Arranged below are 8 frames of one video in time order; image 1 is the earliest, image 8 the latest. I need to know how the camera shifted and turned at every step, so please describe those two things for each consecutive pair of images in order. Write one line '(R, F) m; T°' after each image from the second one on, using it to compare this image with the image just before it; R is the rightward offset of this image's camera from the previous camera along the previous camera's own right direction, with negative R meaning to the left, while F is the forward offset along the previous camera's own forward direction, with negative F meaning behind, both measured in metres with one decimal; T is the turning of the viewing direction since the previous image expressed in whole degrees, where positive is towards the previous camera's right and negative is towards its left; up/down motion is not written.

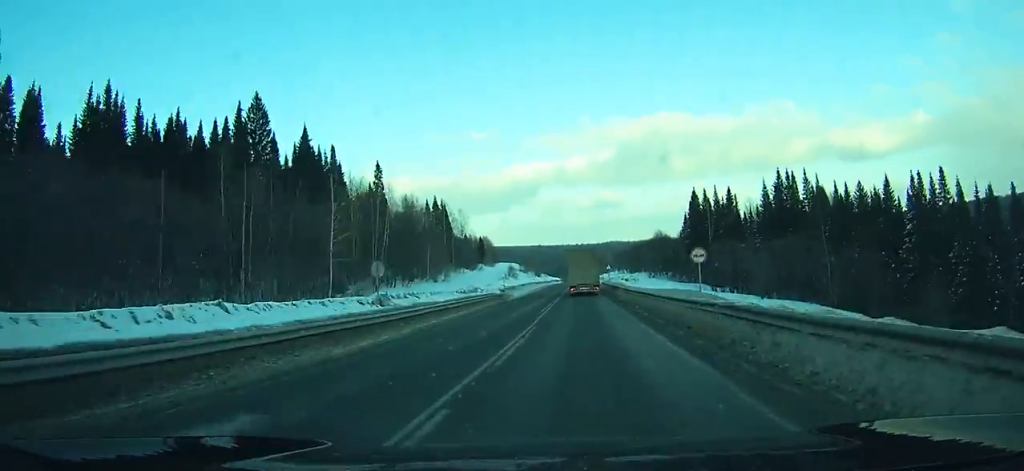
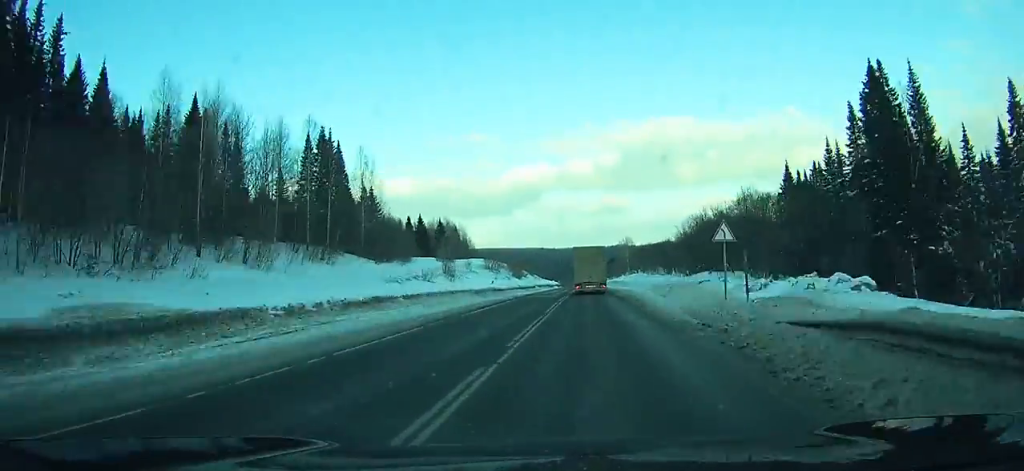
(+0.5, +73.4) m; +1°
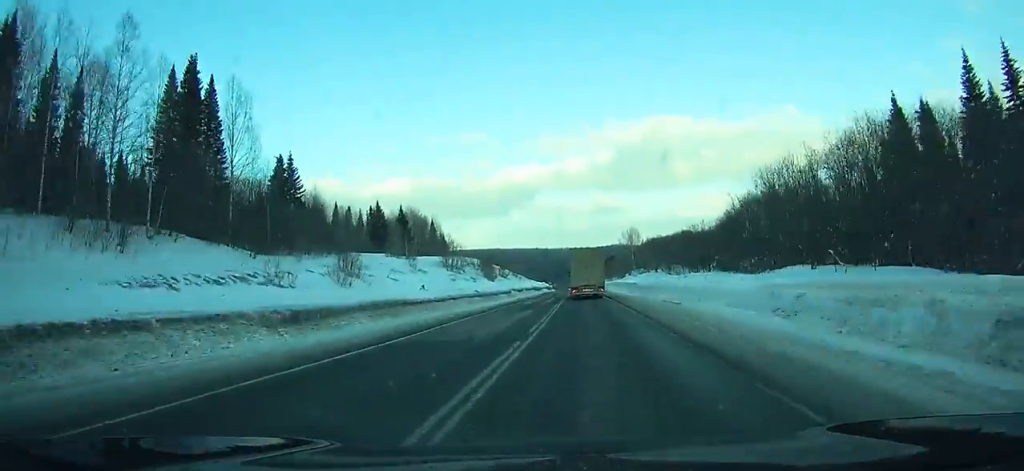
(+0.1, +30.9) m; 0°
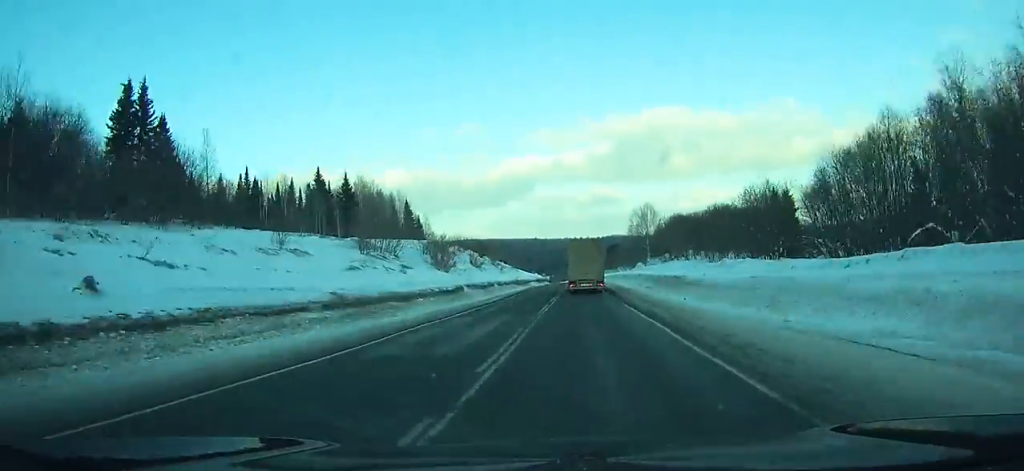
(+0.2, +30.7) m; 0°
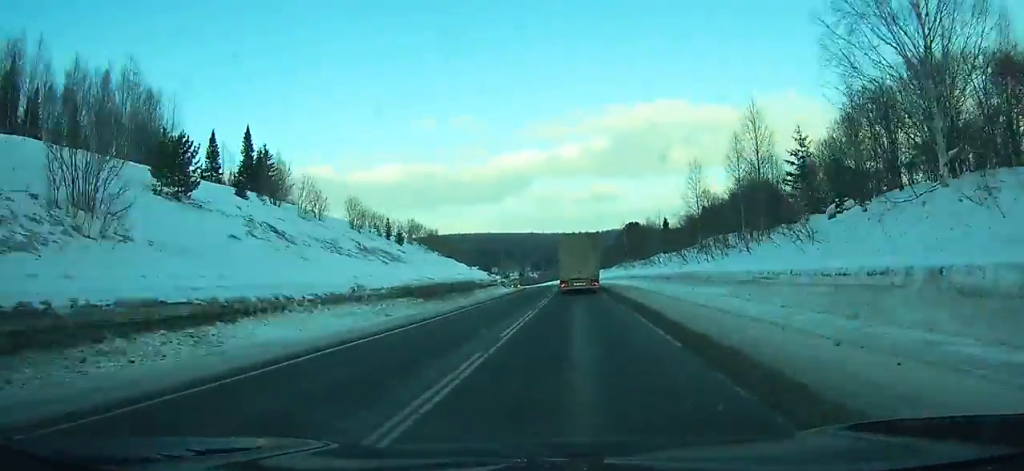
(-1.1, +91.4) m; -2°
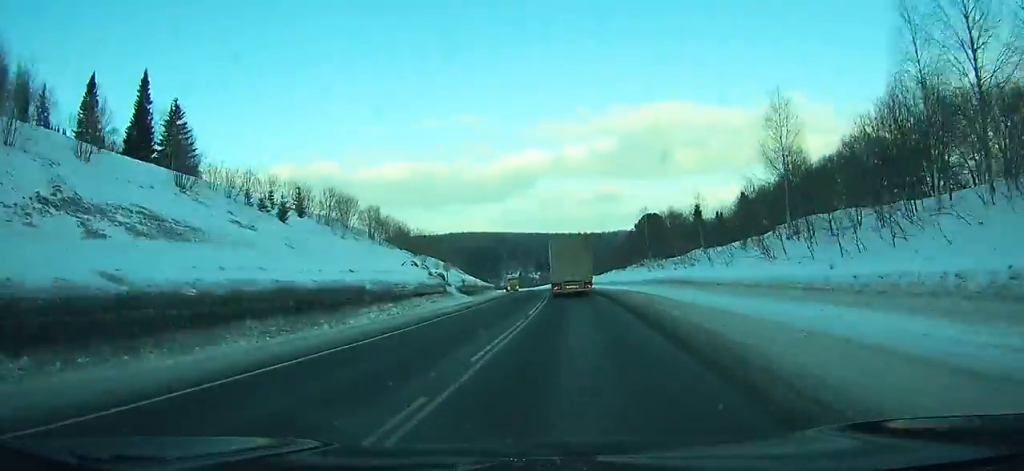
(-0.3, +29.1) m; -1°
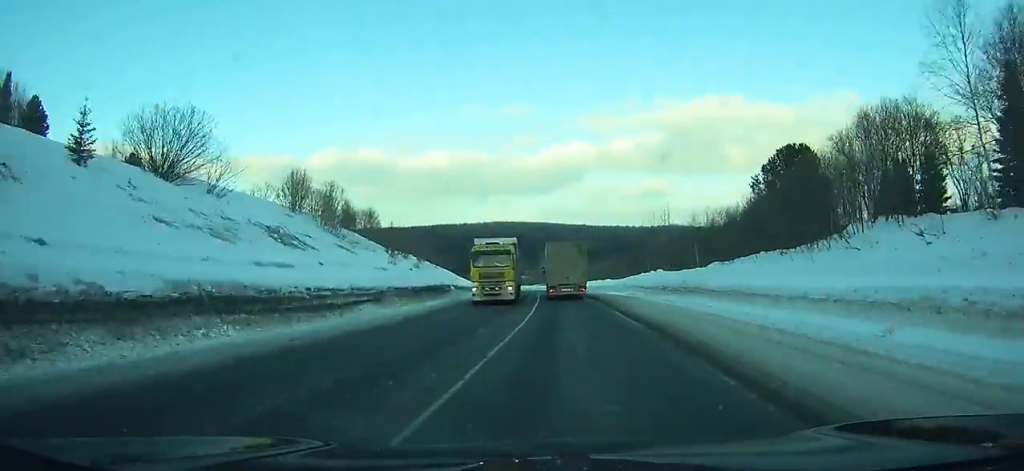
(-0.8, +68.9) m; -3°
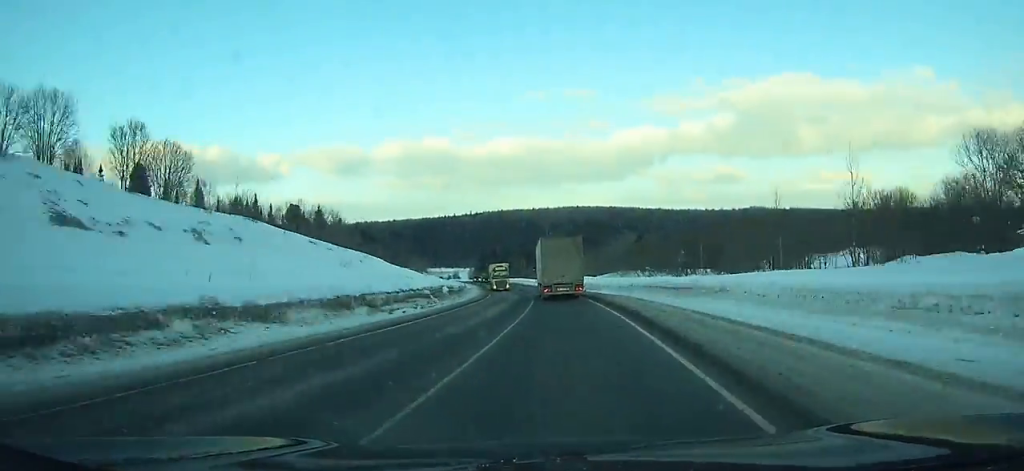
(-8.8, +101.9) m; -9°
